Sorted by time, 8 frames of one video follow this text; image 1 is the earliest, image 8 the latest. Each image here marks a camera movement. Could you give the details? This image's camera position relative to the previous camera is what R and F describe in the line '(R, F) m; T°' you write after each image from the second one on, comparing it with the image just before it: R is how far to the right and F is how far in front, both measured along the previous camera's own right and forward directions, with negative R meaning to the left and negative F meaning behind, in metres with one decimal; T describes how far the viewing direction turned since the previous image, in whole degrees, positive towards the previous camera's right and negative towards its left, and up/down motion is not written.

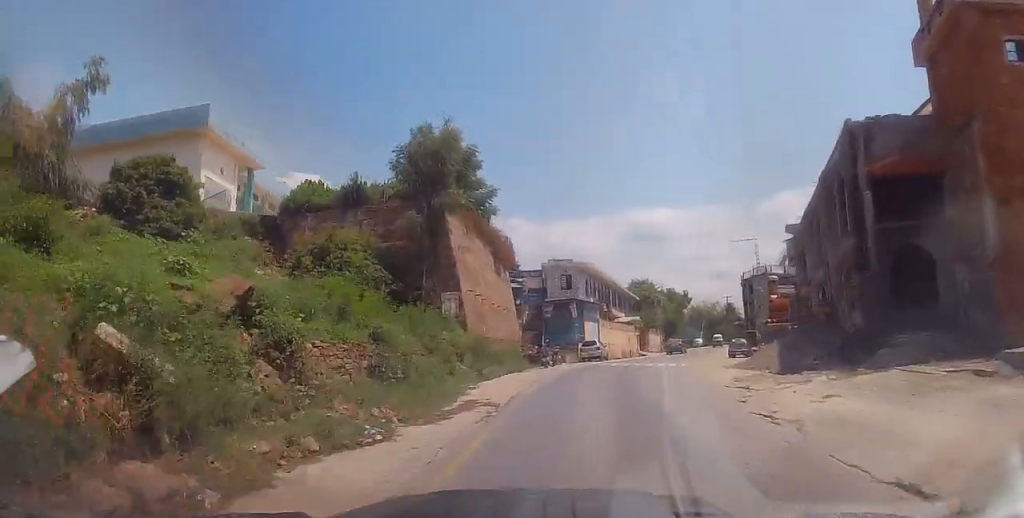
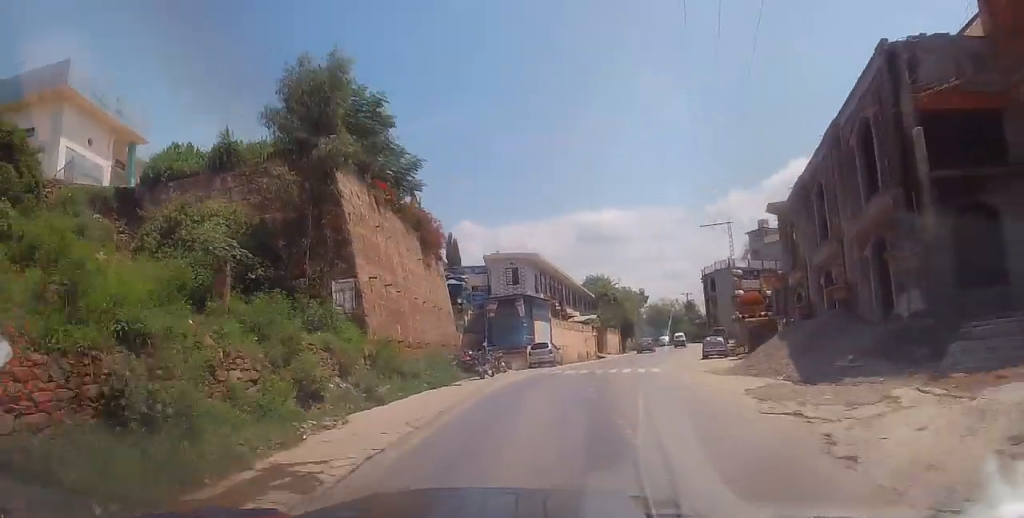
(0.0, +6.5) m; +3°
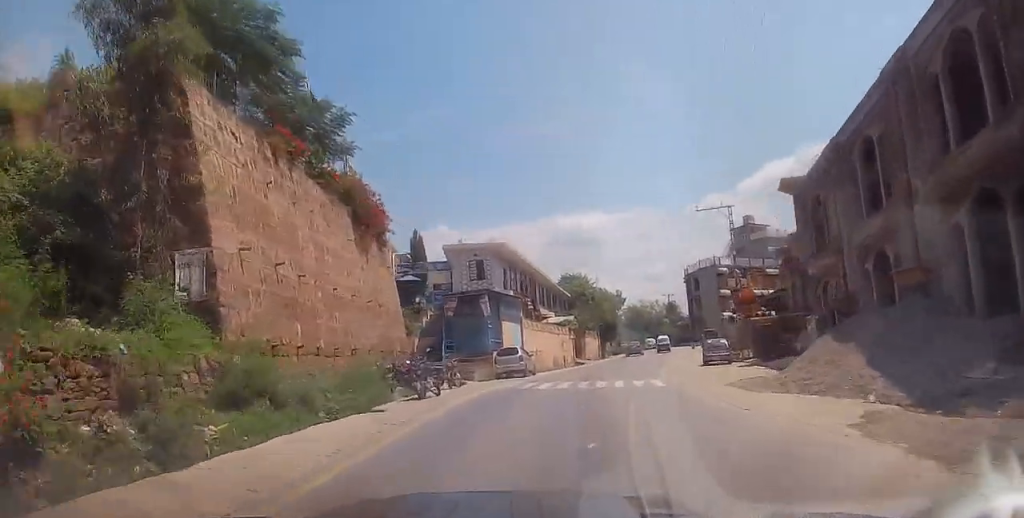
(+0.4, +6.6) m; +2°
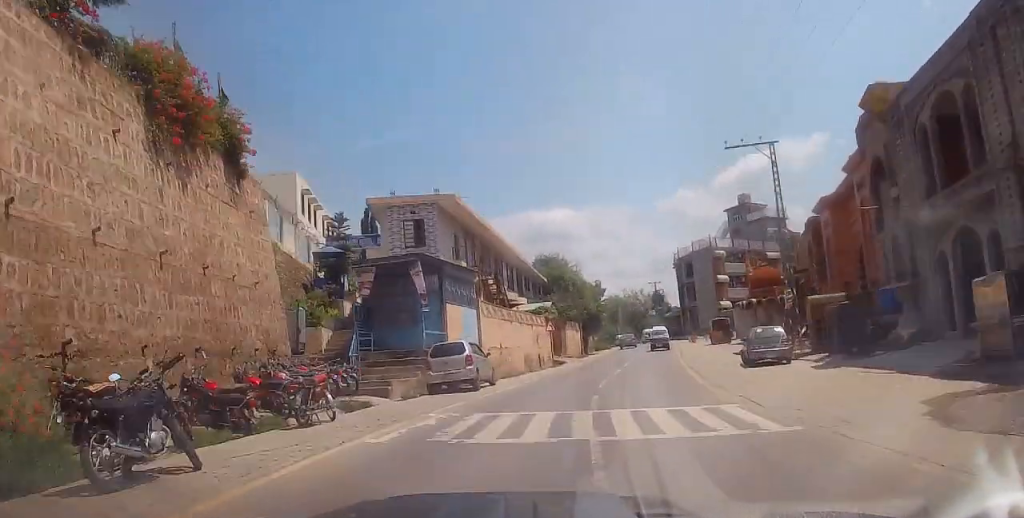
(+0.4, +11.7) m; +3°
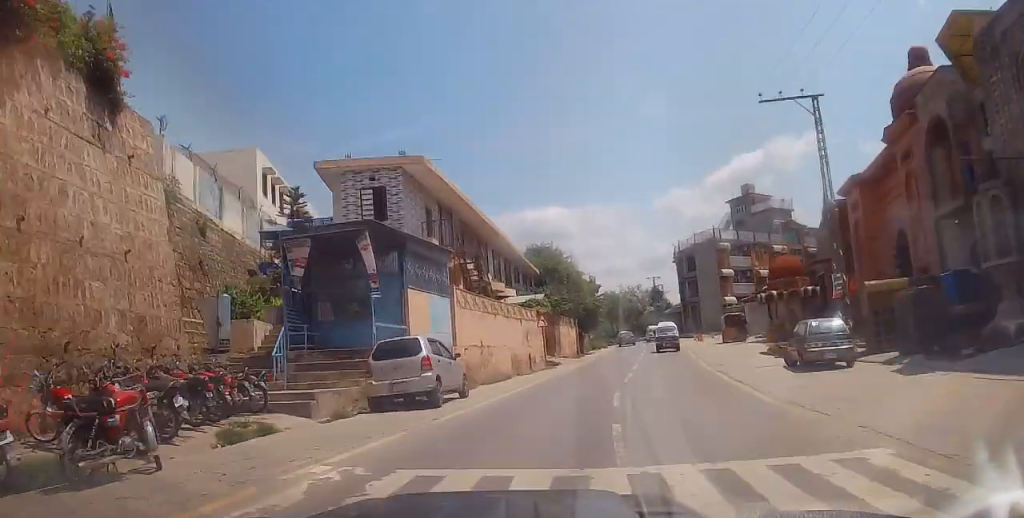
(-0.1, +5.5) m; +1°
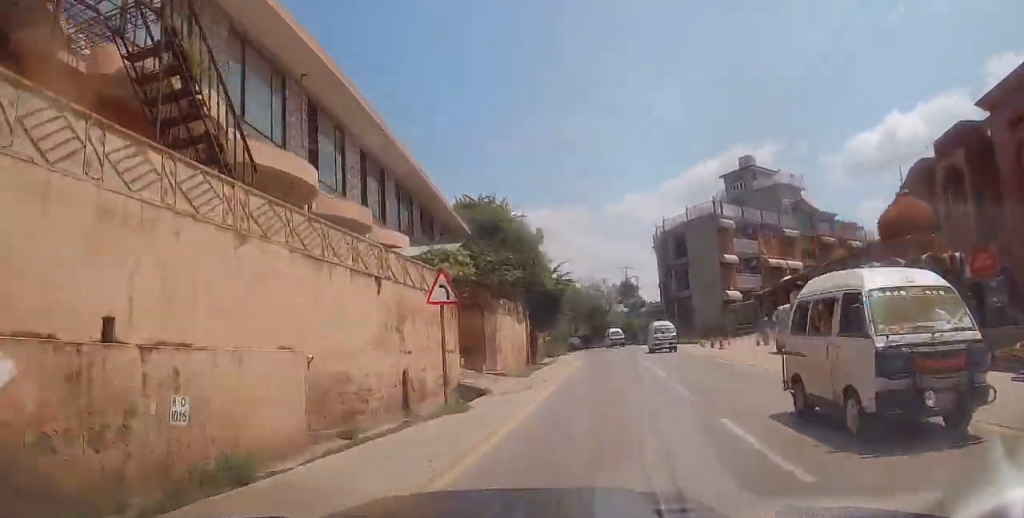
(+0.8, +19.0) m; +4°
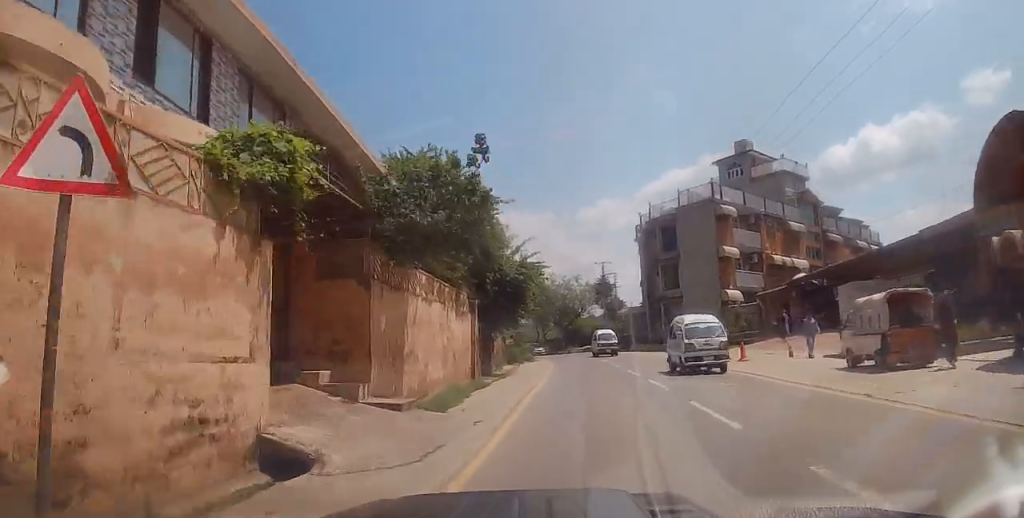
(0.0, +9.4) m; +2°
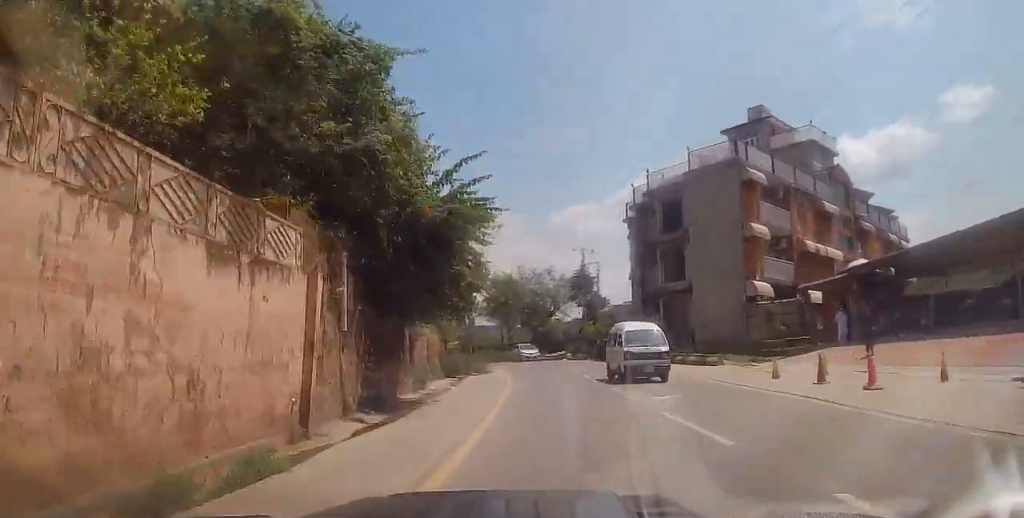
(+0.5, +12.5) m; +2°
